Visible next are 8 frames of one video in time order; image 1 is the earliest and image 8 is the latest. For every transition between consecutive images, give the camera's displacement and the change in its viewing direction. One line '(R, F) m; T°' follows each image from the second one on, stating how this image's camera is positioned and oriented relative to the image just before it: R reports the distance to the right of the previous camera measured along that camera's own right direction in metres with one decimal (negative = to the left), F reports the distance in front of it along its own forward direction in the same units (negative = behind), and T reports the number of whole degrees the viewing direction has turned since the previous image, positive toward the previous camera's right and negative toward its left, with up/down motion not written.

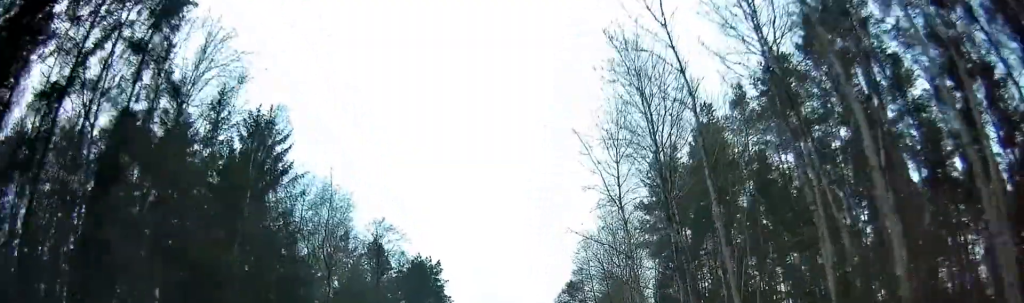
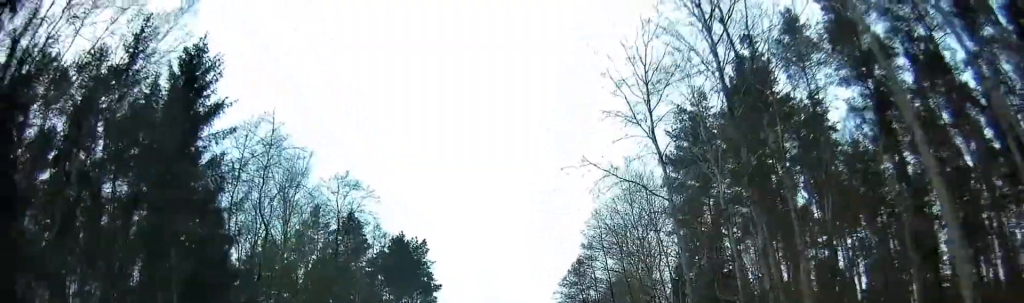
(+0.2, +11.6) m; 0°
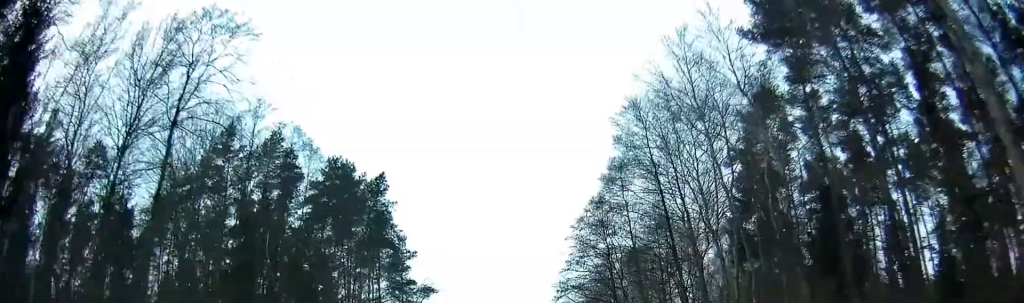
(-0.5, +21.8) m; -1°
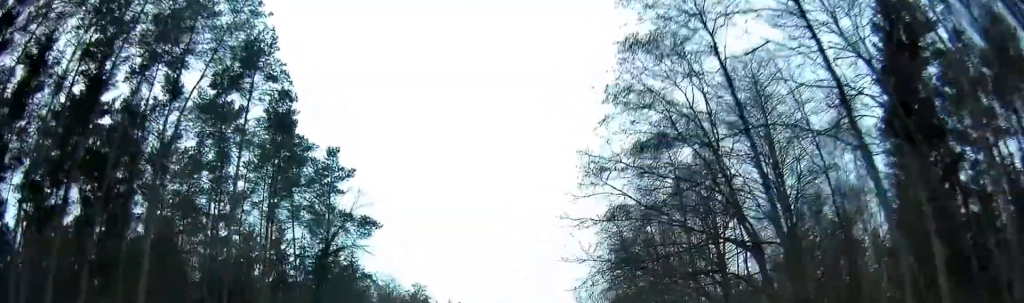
(+0.1, +28.1) m; 0°
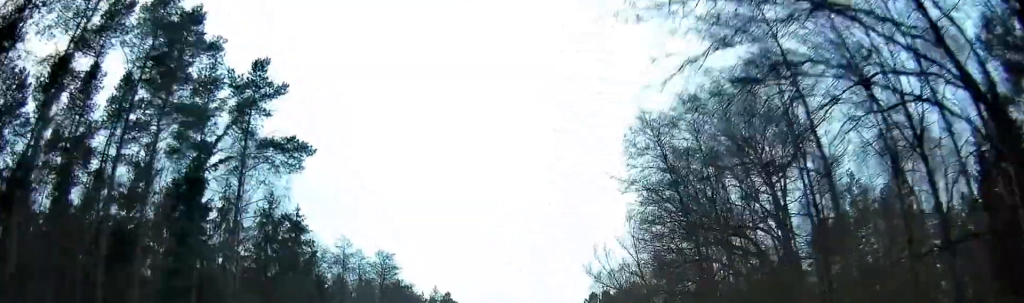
(-0.1, +15.6) m; 0°
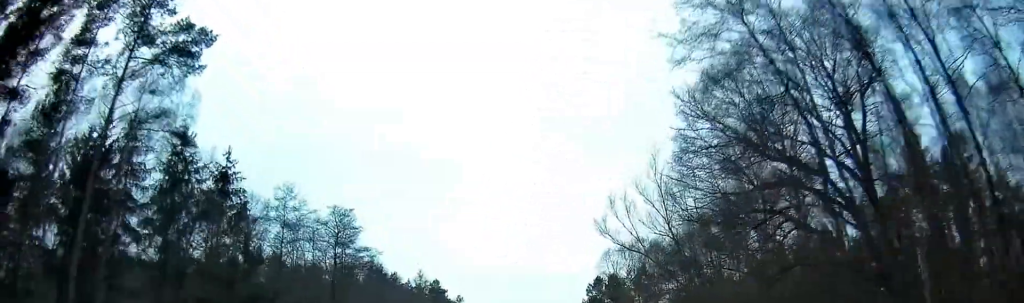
(0.0, +12.9) m; +2°
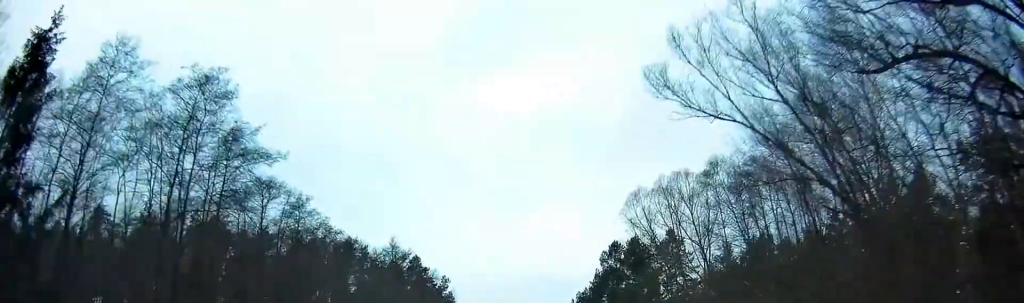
(+0.8, +21.2) m; +2°
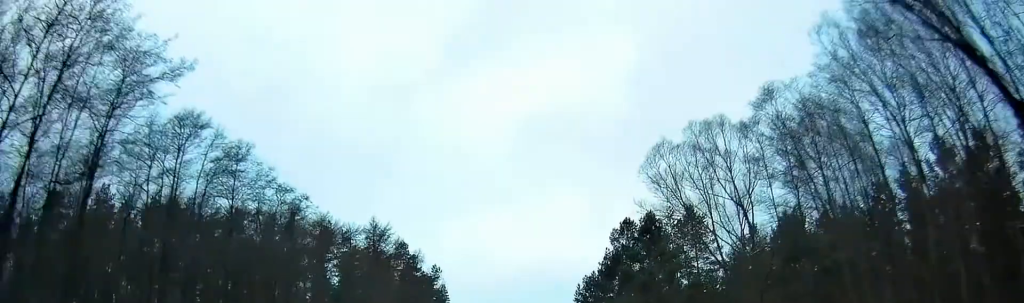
(0.0, +10.5) m; 0°
